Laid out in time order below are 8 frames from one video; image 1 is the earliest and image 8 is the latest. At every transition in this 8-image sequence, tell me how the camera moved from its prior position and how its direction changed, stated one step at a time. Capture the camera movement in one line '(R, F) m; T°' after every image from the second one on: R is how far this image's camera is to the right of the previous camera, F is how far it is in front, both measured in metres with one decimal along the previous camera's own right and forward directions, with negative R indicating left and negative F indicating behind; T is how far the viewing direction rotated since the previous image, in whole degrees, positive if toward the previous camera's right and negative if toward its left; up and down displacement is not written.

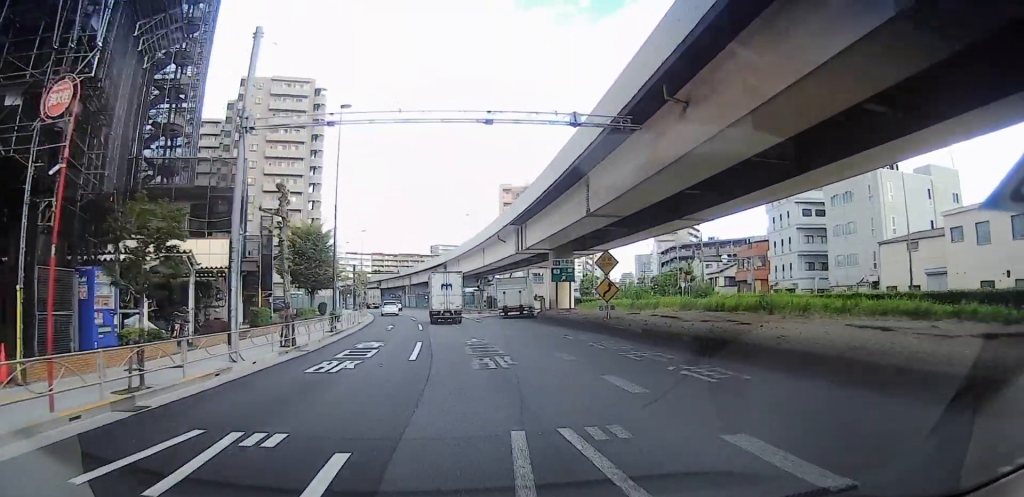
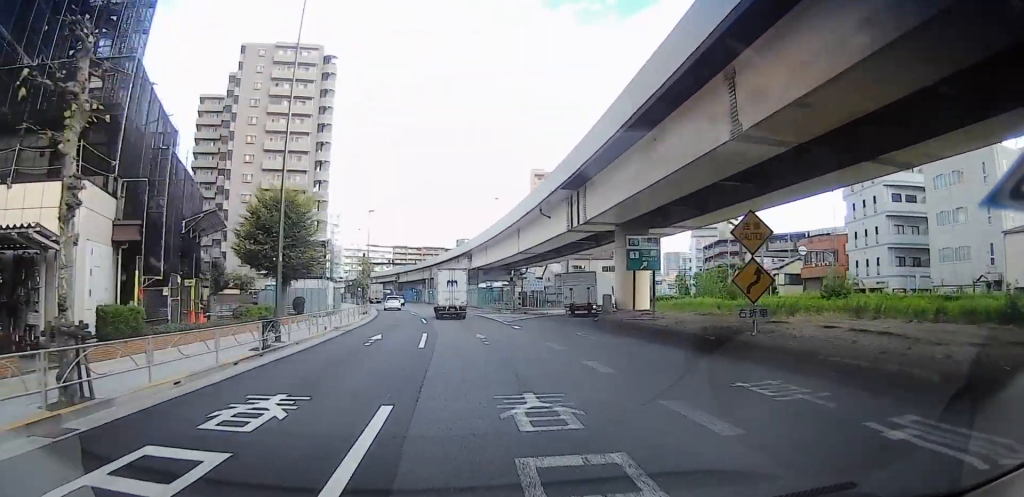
(0.0, +13.5) m; 0°
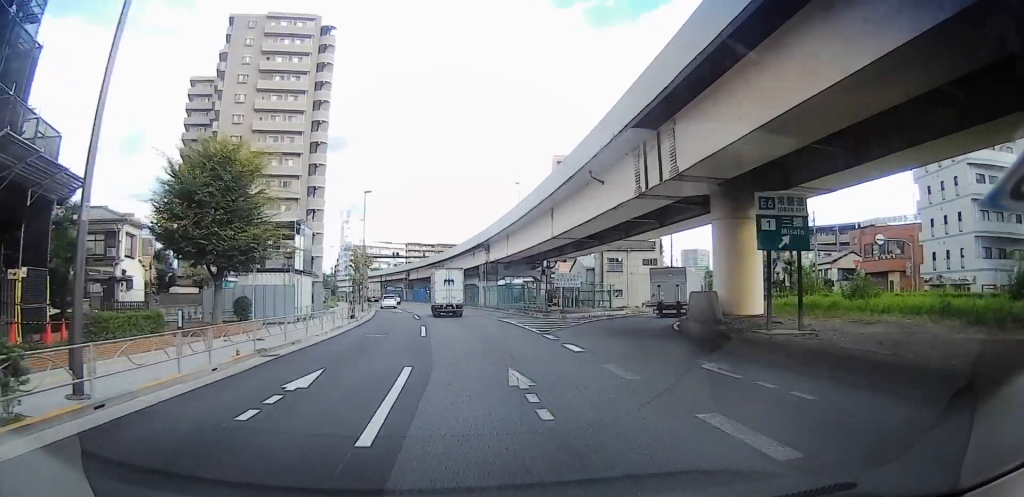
(0.0, +10.5) m; -1°
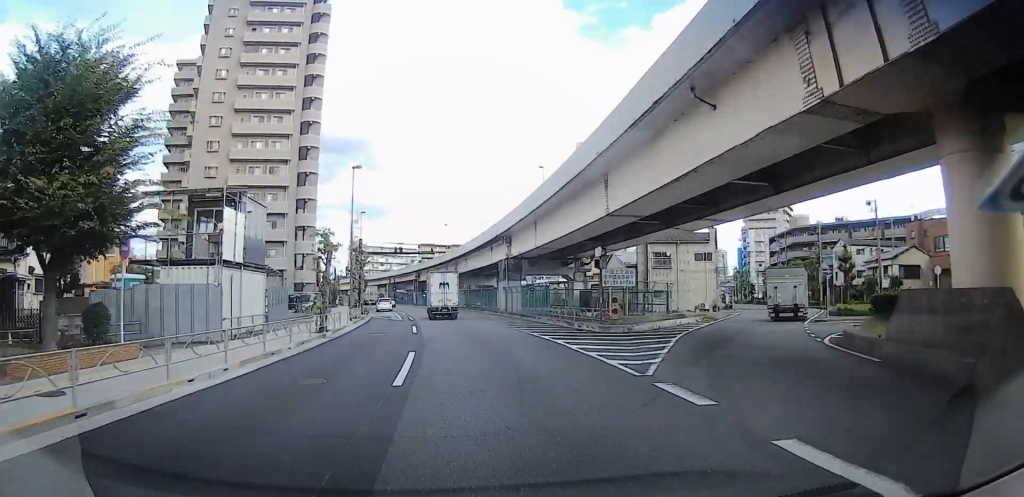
(+0.2, +8.2) m; -4°
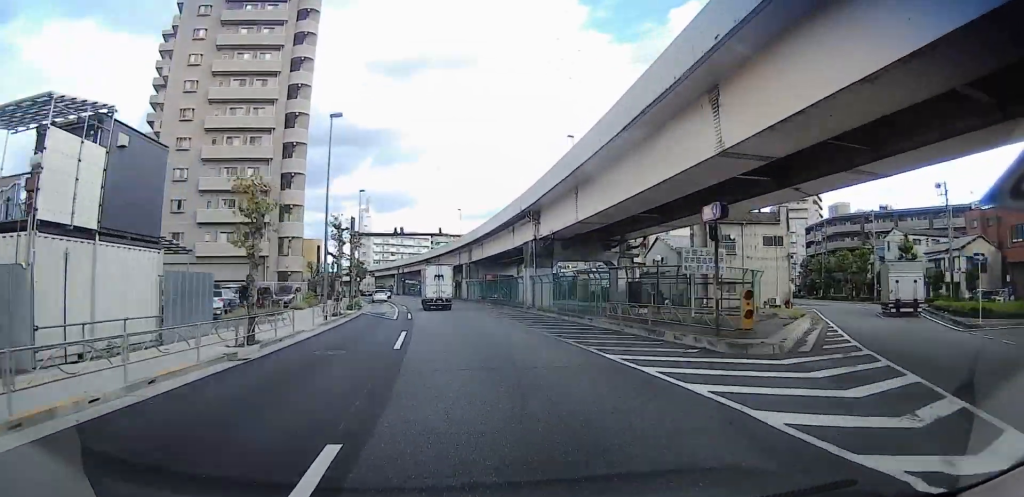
(-0.7, +6.9) m; -9°
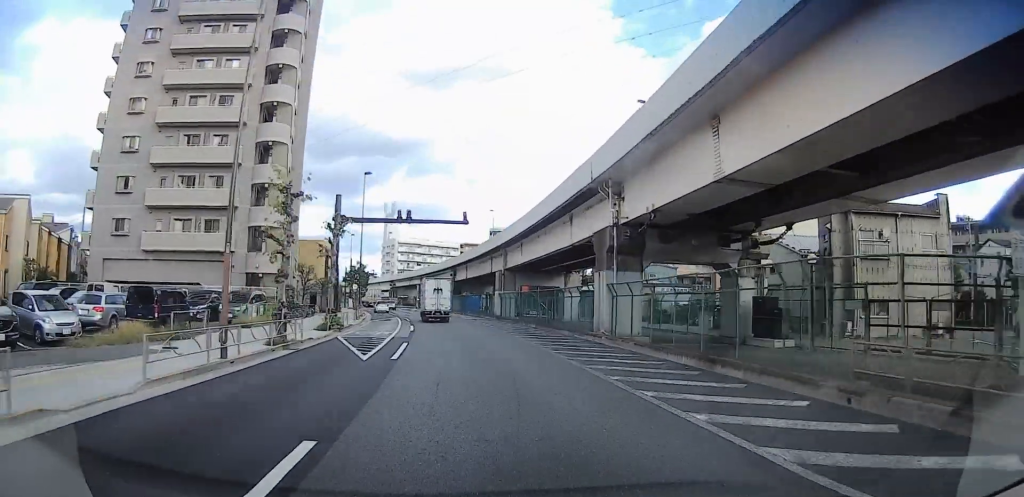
(-1.3, +12.4) m; -10°
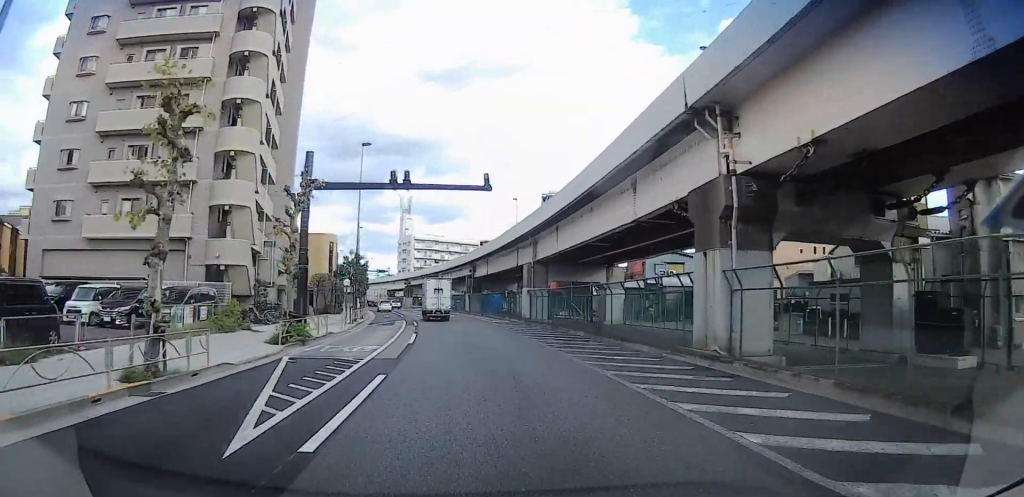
(-0.4, +9.0) m; -3°
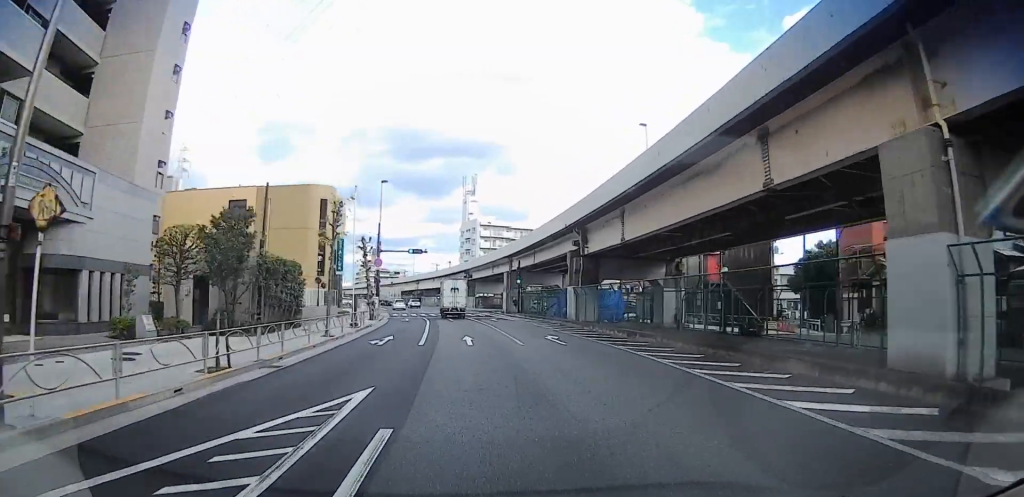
(-1.3, +35.4) m; -2°
